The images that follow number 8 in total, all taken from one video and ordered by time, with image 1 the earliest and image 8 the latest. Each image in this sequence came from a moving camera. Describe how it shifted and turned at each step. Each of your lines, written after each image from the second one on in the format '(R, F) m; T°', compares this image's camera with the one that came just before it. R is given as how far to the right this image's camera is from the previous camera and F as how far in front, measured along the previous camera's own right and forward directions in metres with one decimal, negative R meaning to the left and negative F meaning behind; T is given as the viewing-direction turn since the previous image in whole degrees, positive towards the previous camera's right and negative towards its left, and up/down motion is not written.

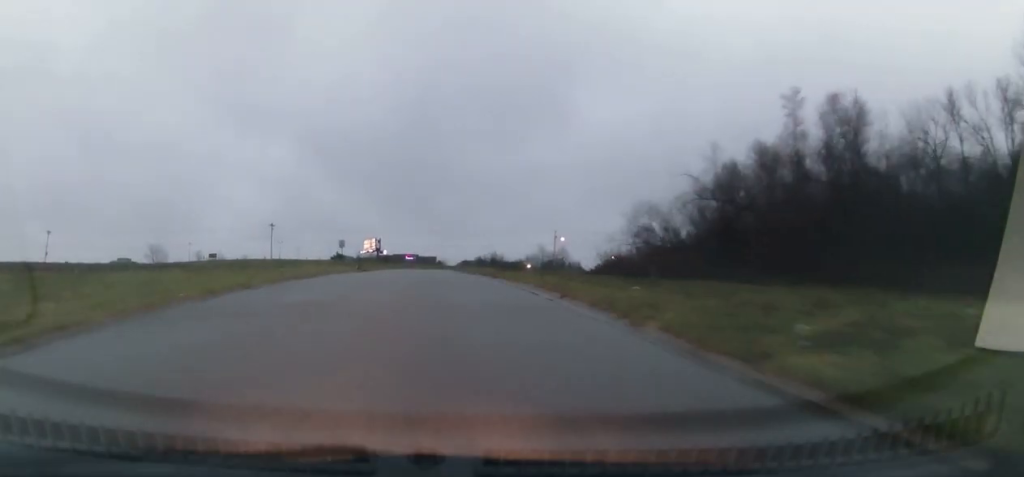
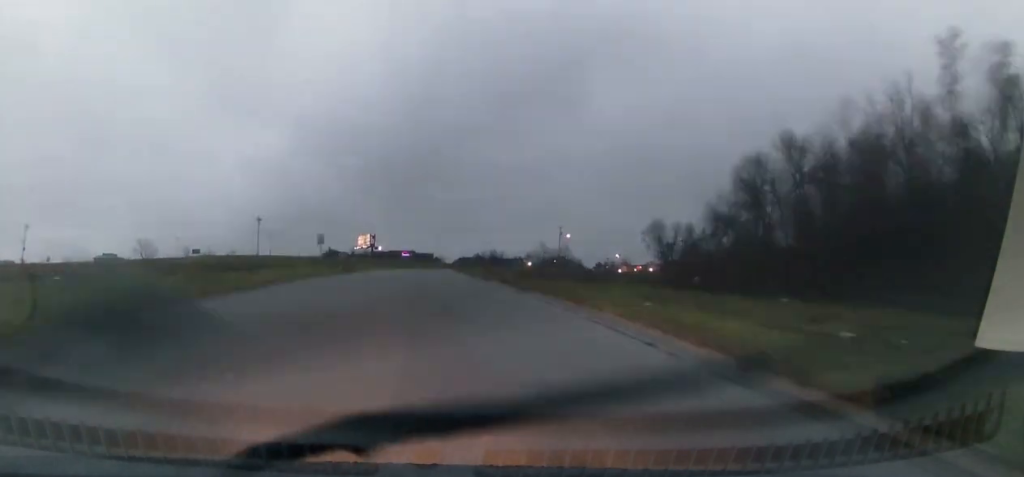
(-0.1, +11.7) m; 0°
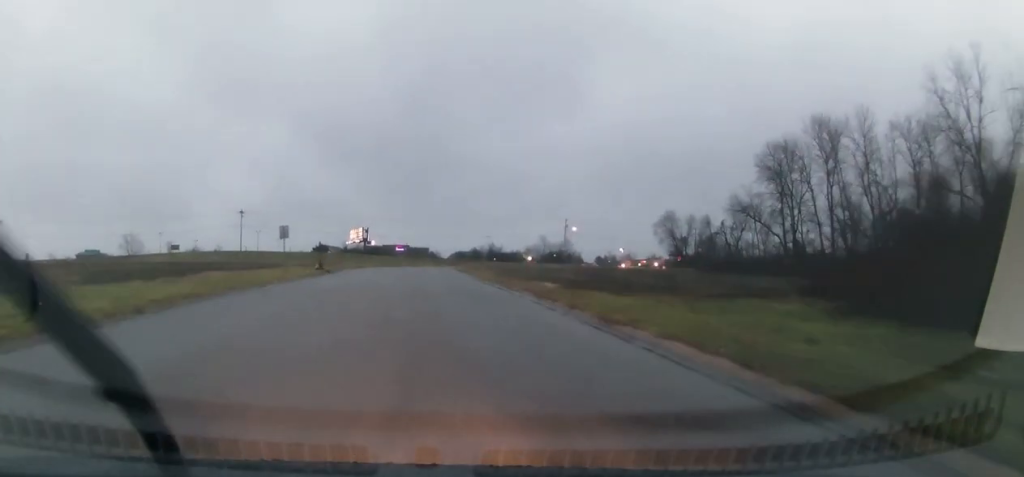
(+0.2, +12.6) m; 0°
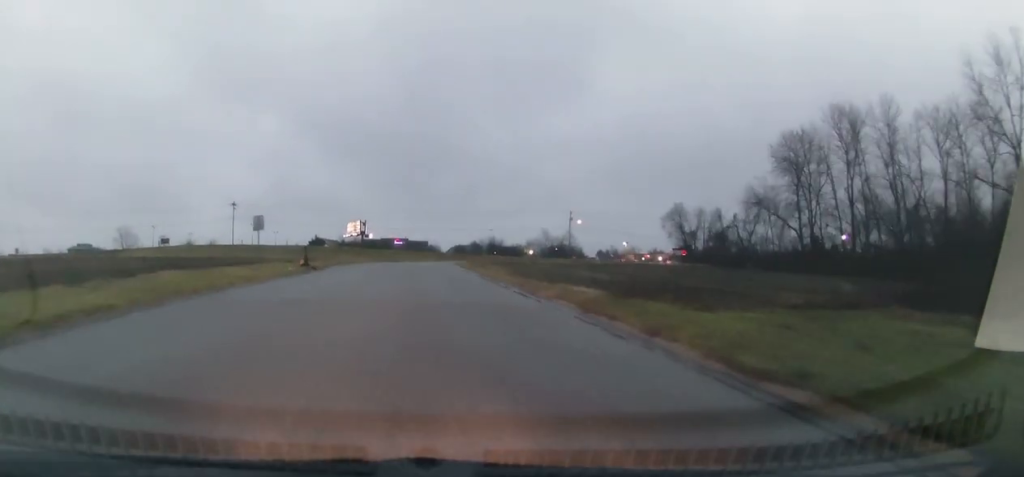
(0.0, +6.3) m; 0°
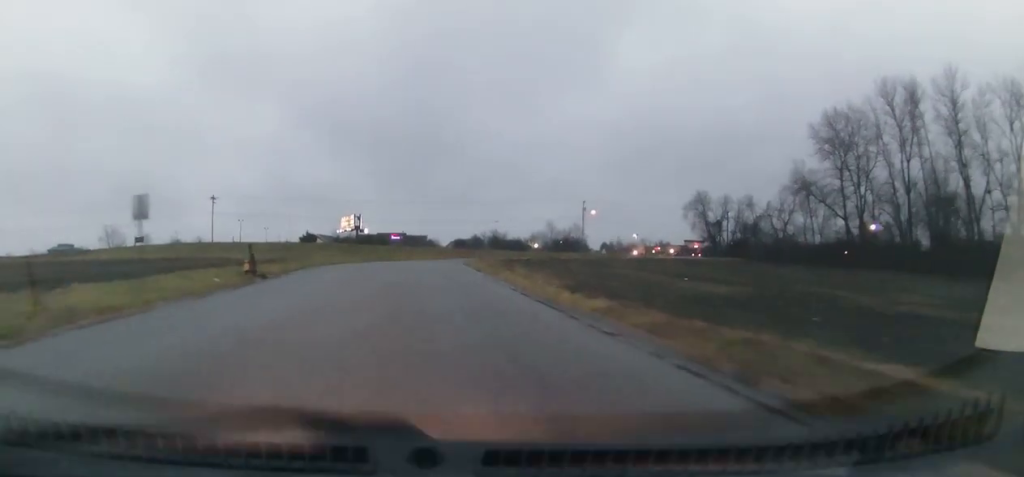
(-0.3, +15.0) m; 0°
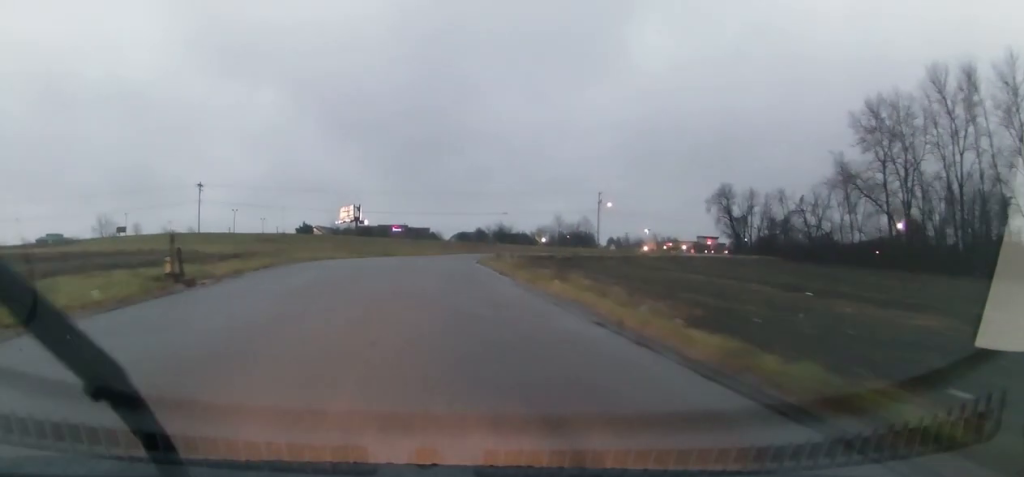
(+0.1, +11.0) m; +1°
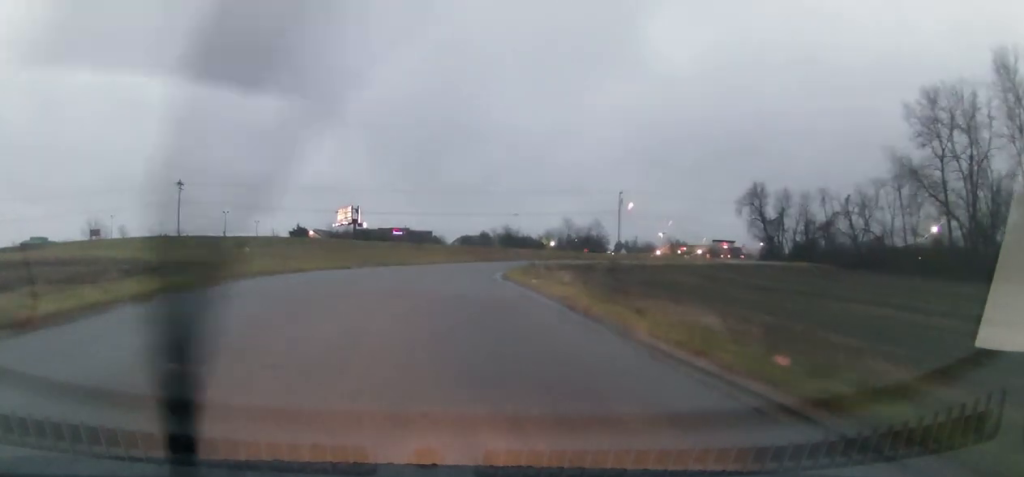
(0.0, +13.6) m; -1°
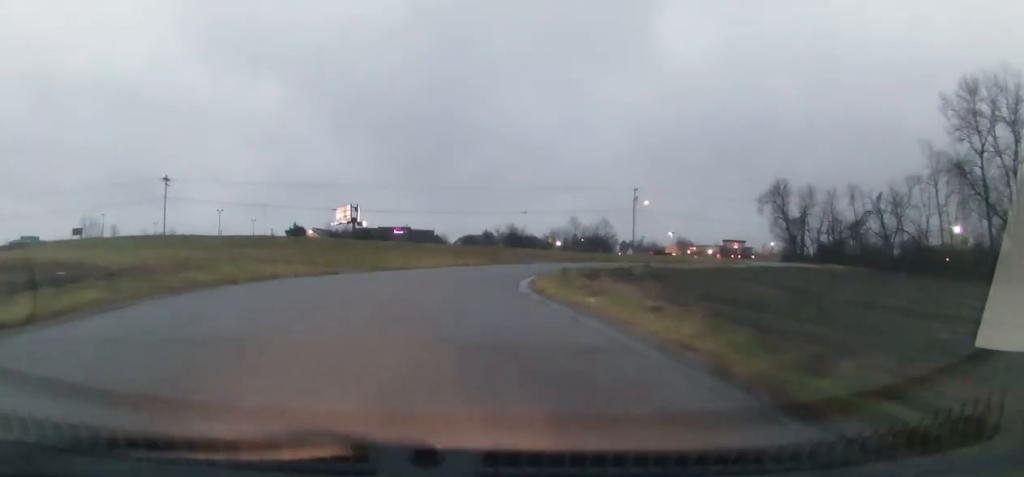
(-0.1, +8.0) m; 0°
